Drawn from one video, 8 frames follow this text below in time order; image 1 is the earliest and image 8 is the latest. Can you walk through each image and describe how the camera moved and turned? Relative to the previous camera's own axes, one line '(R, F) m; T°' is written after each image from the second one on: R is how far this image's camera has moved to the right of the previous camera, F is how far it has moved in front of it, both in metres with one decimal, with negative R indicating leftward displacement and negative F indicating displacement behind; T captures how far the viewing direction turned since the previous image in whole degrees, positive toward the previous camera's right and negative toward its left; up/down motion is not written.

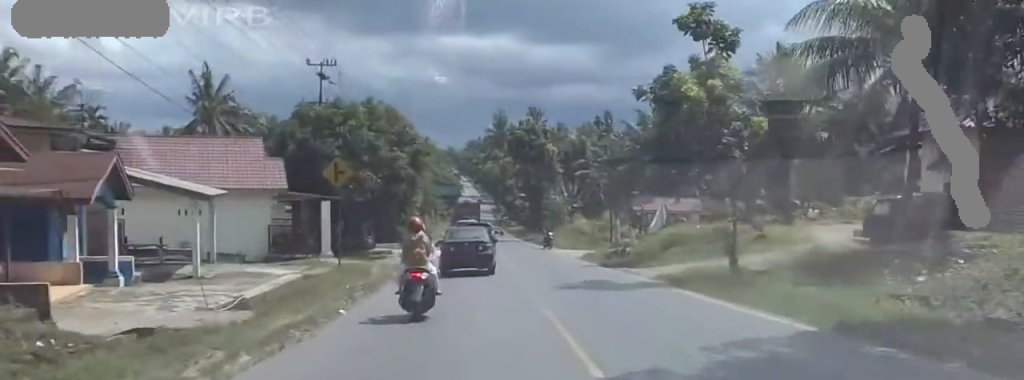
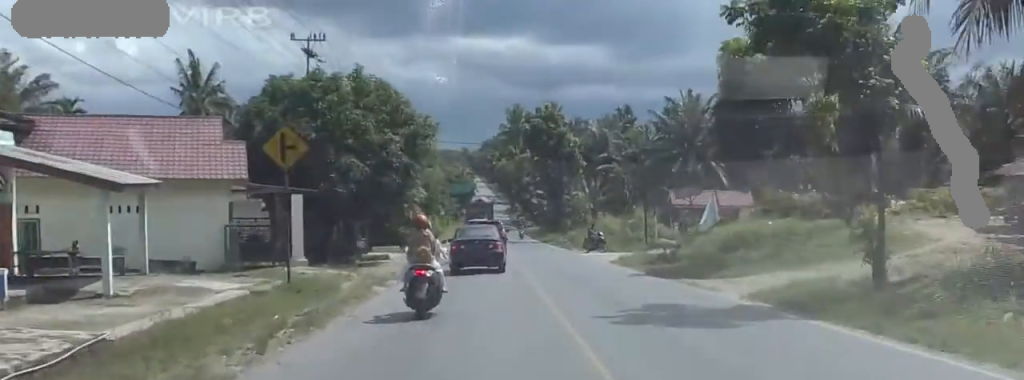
(0.0, +4.6) m; -2°
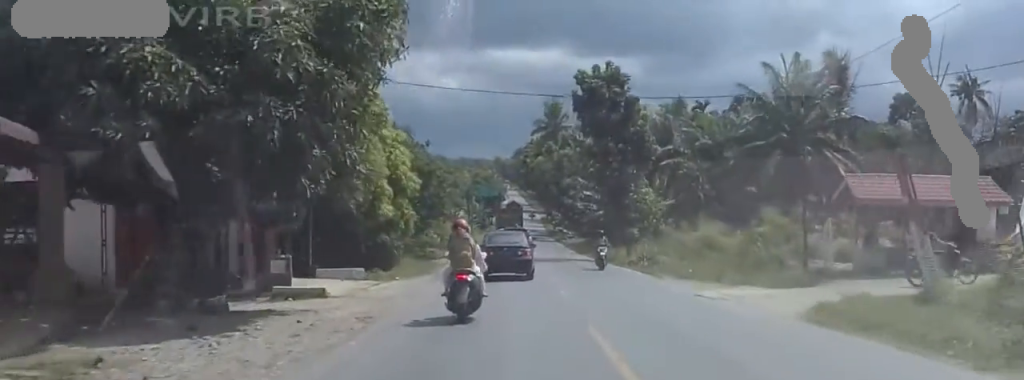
(-0.5, +12.1) m; -2°
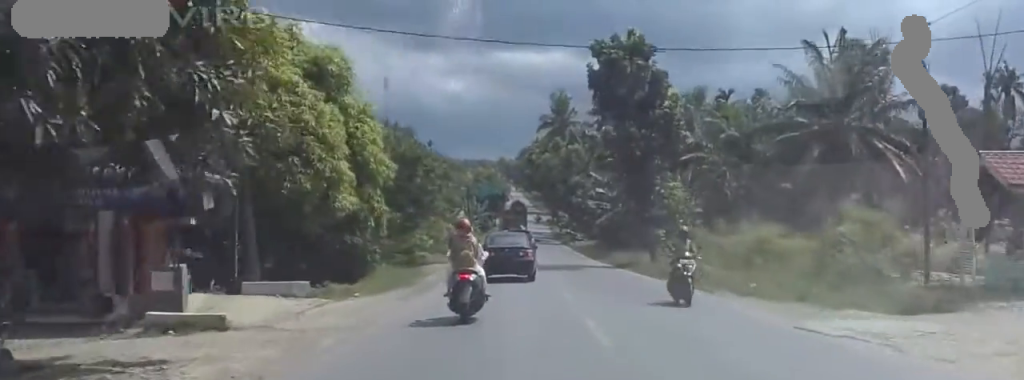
(+0.1, +4.4) m; +1°
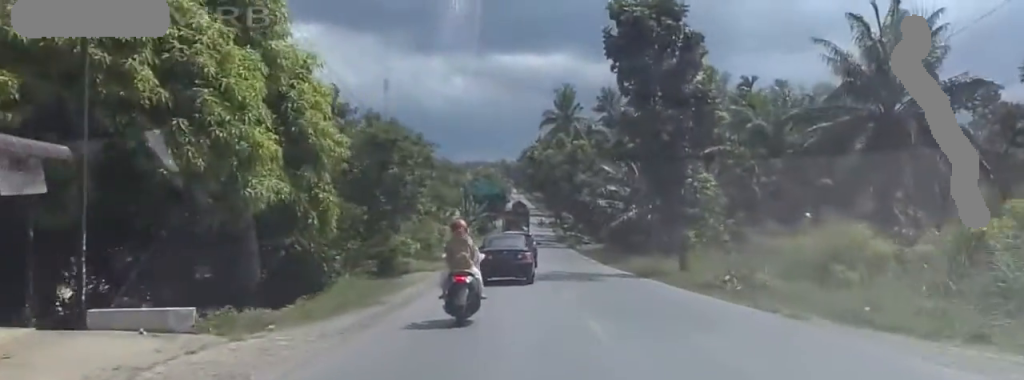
(0.0, +4.1) m; 0°
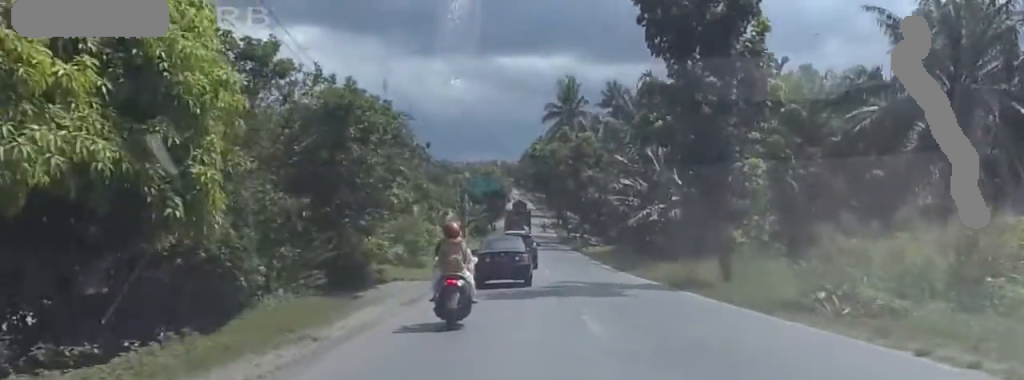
(0.0, +4.1) m; 0°
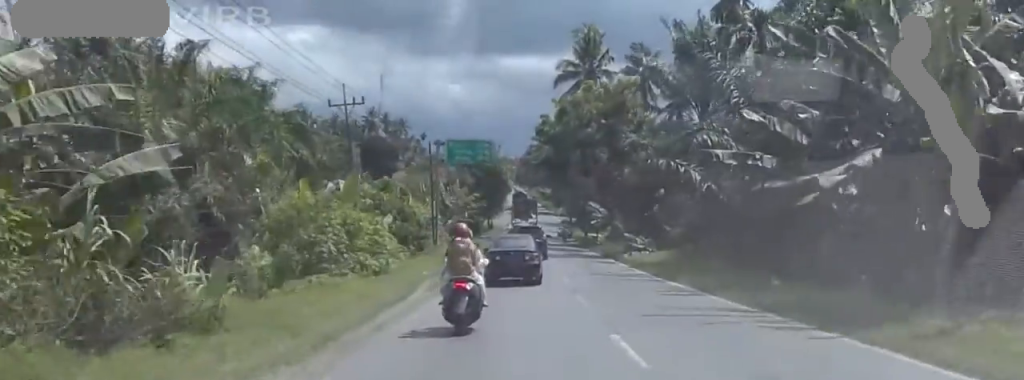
(0.0, +15.2) m; +1°
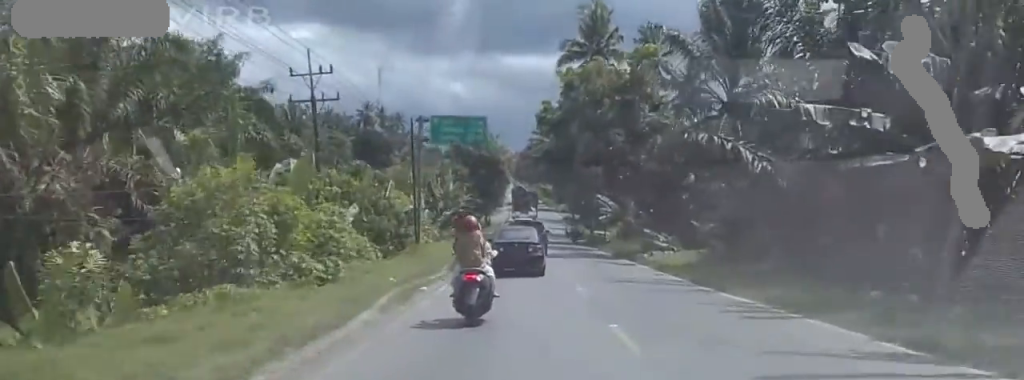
(0.0, +4.3) m; +3°
